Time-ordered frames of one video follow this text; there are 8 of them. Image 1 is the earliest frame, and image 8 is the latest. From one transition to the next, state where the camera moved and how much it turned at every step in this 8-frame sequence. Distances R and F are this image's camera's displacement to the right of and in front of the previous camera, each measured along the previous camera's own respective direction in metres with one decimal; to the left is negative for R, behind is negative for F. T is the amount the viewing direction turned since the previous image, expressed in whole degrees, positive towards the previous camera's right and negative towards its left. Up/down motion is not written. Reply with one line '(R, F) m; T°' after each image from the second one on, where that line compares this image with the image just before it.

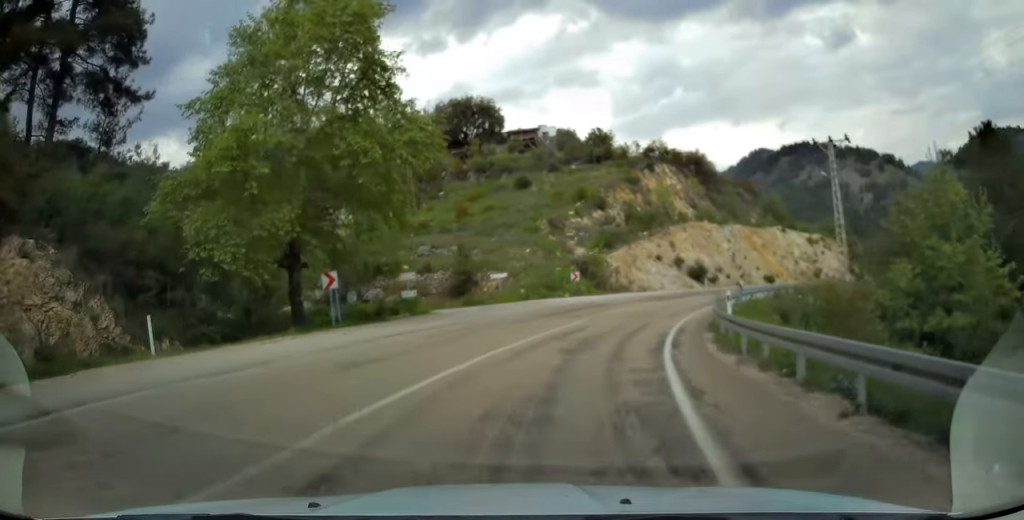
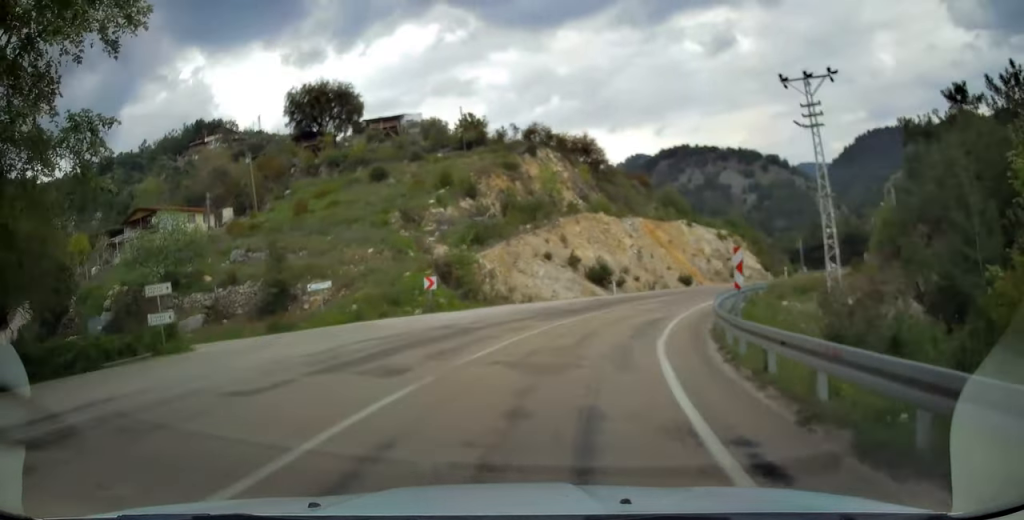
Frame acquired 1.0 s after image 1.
(+1.5, +14.9) m; +12°
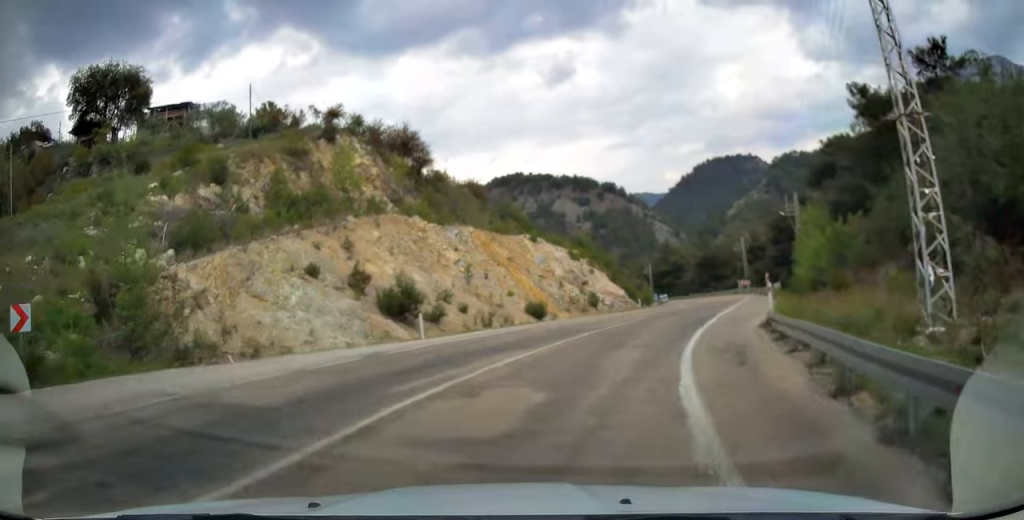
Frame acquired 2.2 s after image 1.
(+2.4, +18.6) m; +15°
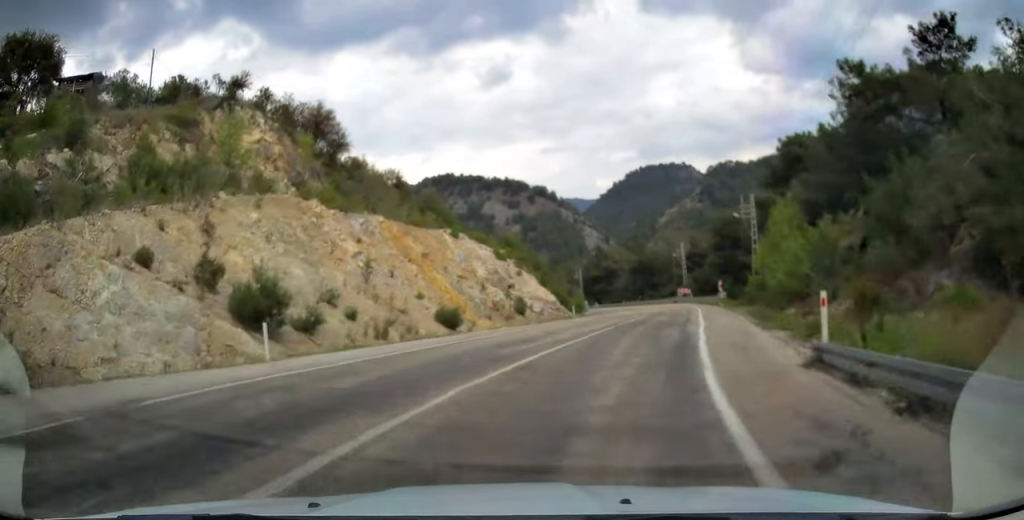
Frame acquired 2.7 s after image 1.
(+0.2, +7.6) m; +6°
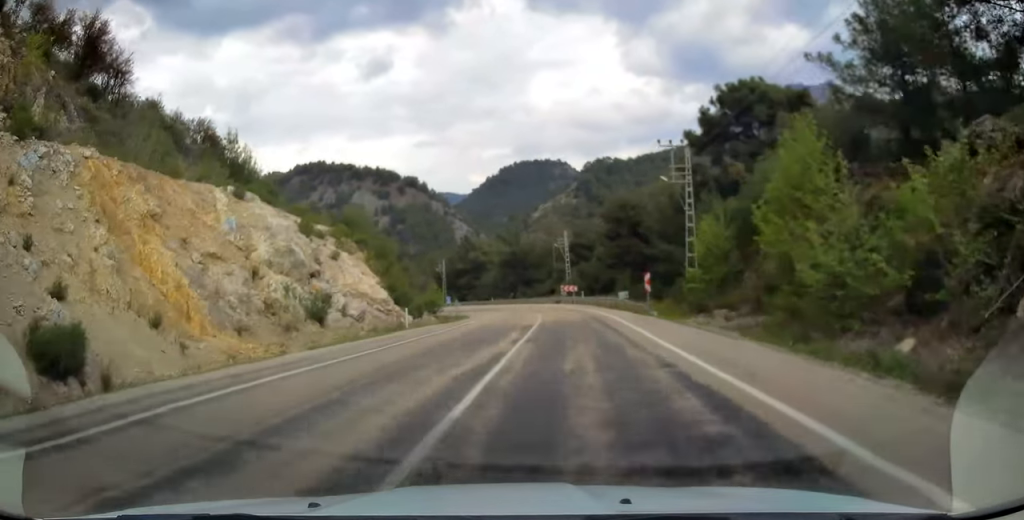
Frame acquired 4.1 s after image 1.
(+2.5, +20.4) m; +11°
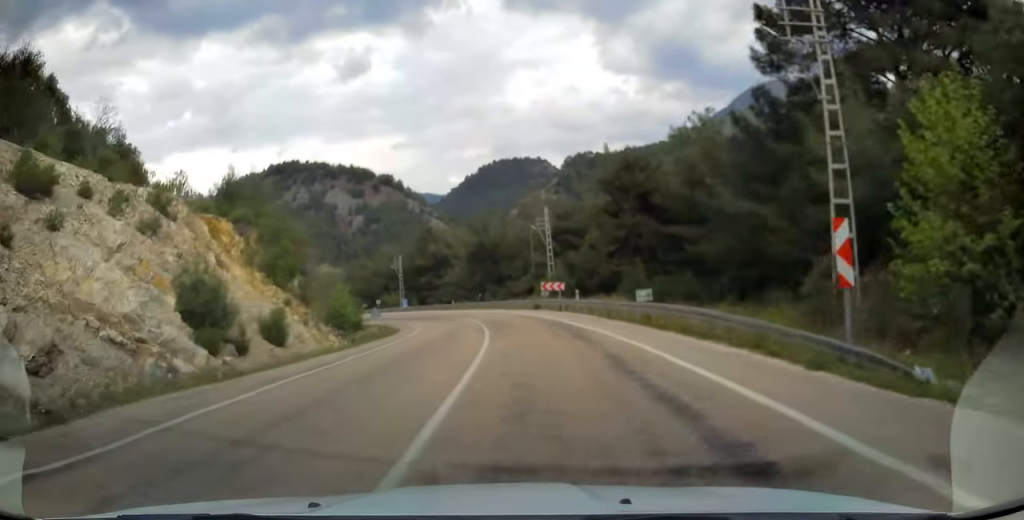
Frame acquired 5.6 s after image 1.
(+1.7, +23.9) m; +5°
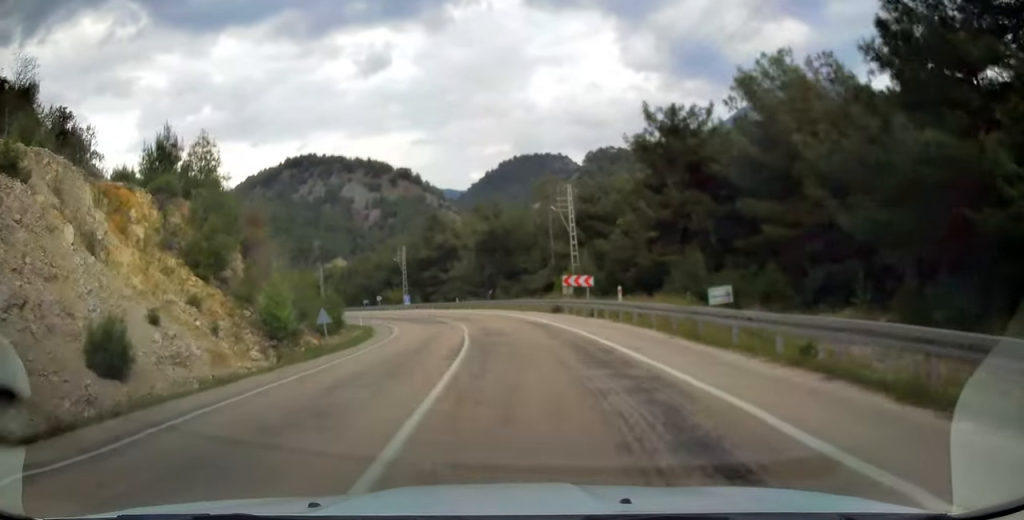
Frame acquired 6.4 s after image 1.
(-0.1, +12.5) m; -2°
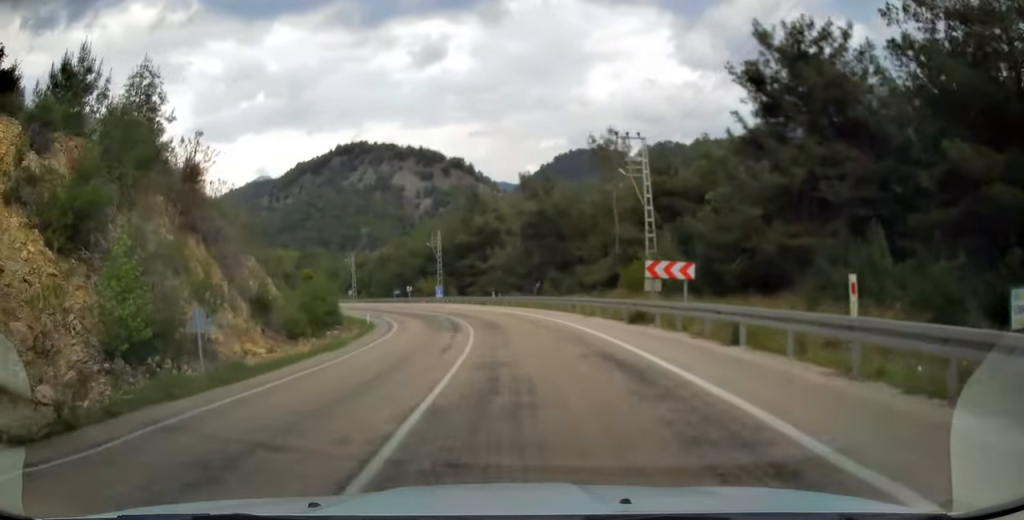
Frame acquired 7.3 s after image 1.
(-0.5, +14.2) m; -4°
